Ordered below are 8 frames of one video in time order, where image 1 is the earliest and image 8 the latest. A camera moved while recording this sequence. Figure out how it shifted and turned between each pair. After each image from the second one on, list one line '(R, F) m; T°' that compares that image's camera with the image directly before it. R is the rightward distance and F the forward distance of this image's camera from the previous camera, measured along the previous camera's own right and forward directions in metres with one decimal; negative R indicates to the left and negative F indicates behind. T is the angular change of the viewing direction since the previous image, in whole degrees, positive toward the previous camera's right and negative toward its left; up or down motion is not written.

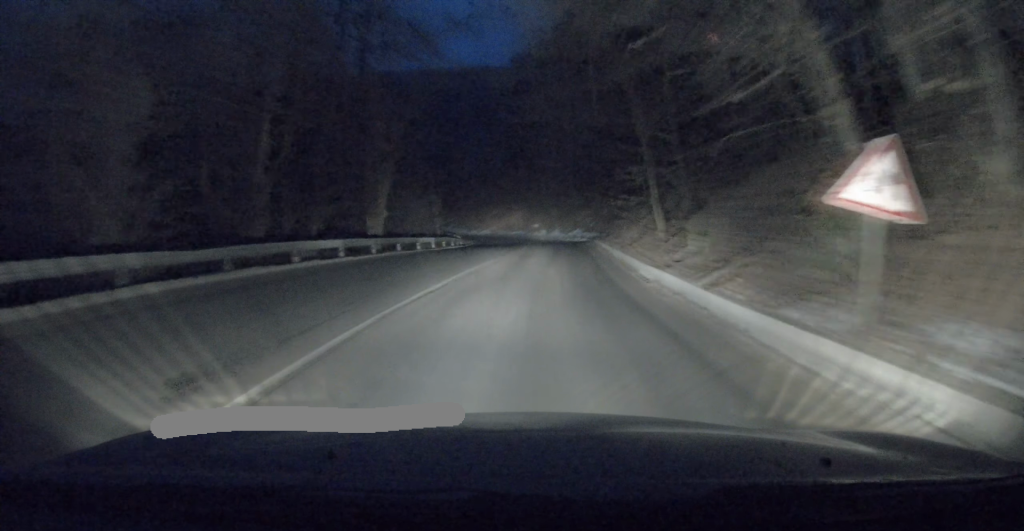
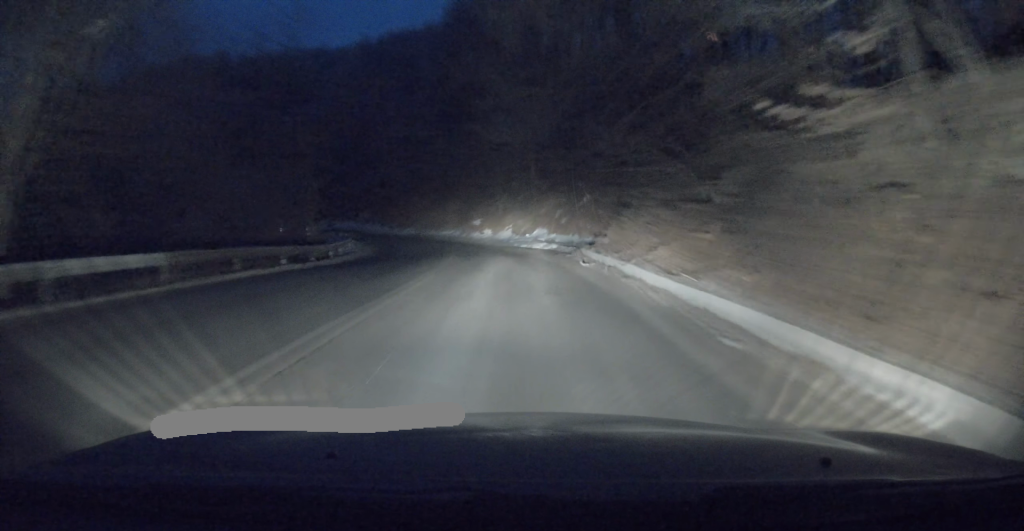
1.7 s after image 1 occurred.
(+0.7, +24.7) m; +1°
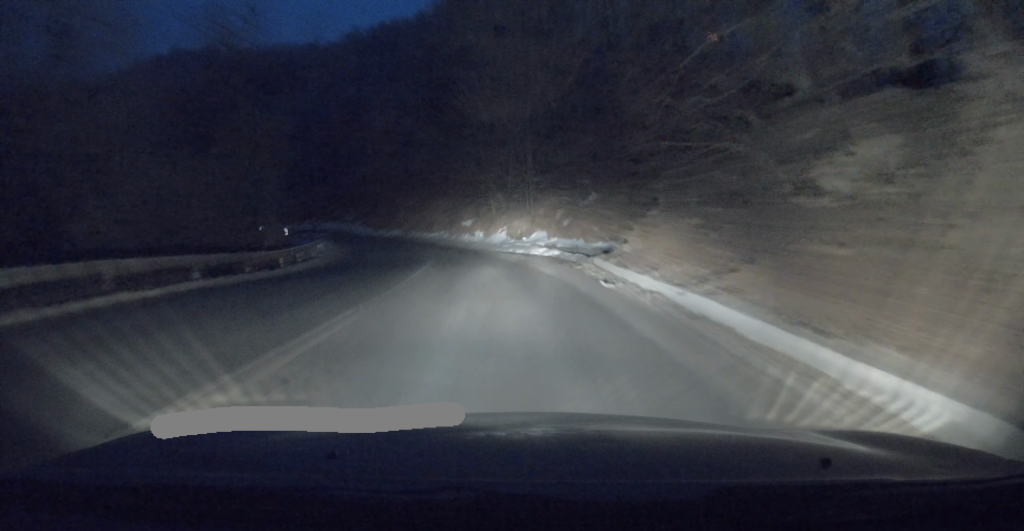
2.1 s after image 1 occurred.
(0.0, +5.7) m; -1°
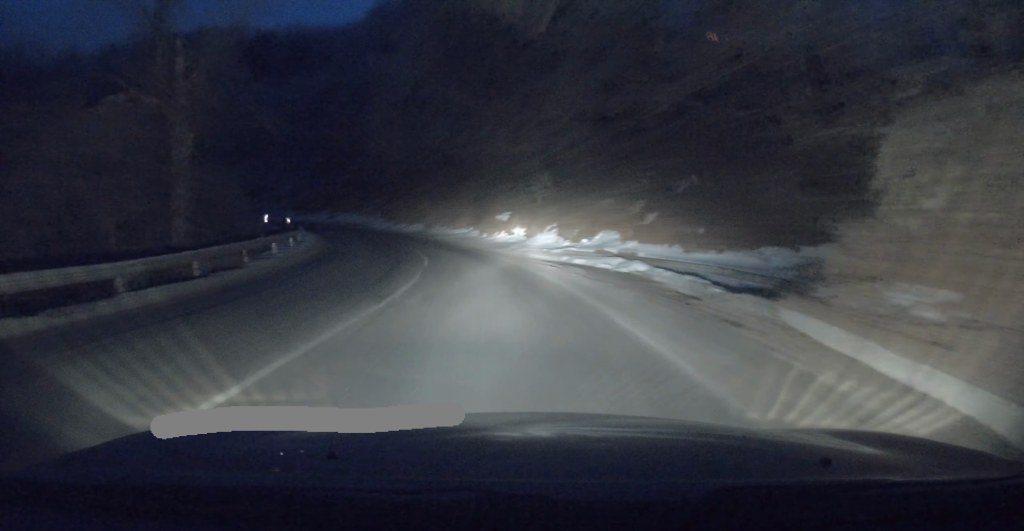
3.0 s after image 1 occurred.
(-0.3, +12.2) m; -3°
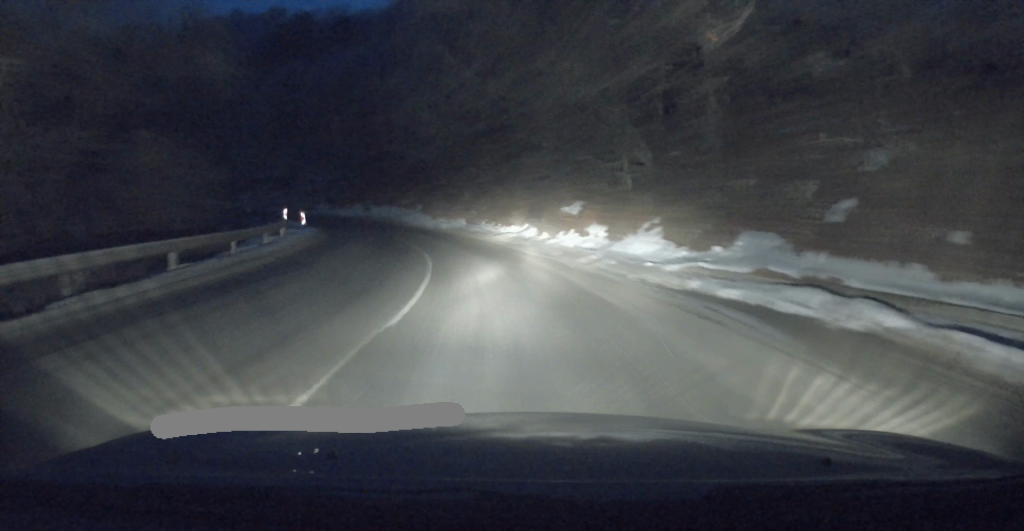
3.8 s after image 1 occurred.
(-0.3, +10.3) m; -3°
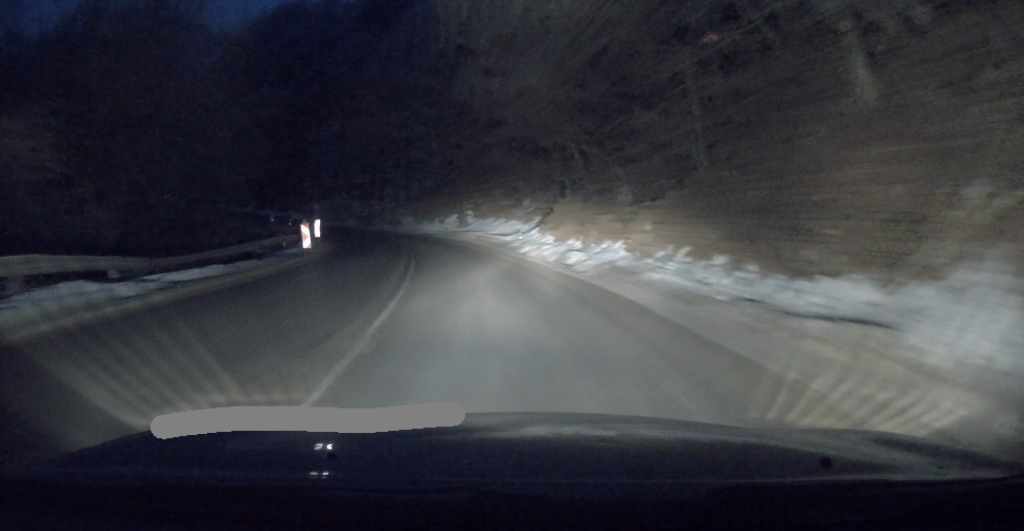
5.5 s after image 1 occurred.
(-1.7, +20.7) m; -10°
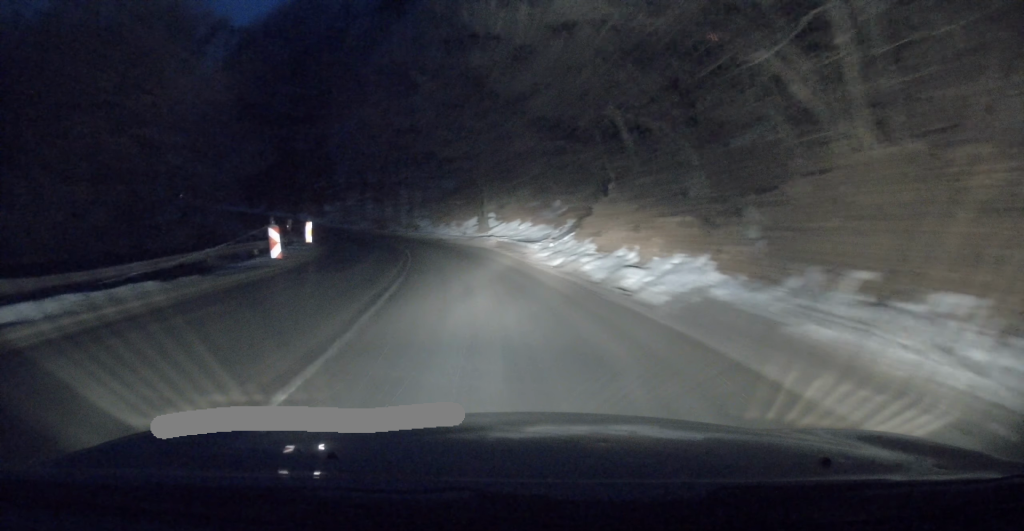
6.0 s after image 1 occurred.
(0.0, +5.1) m; -3°
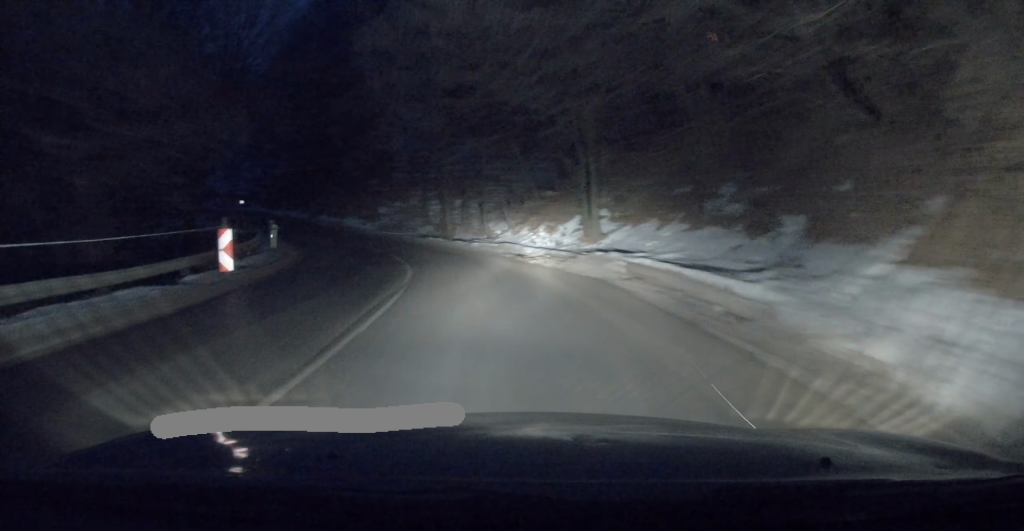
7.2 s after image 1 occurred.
(-1.2, +14.6) m; -10°
